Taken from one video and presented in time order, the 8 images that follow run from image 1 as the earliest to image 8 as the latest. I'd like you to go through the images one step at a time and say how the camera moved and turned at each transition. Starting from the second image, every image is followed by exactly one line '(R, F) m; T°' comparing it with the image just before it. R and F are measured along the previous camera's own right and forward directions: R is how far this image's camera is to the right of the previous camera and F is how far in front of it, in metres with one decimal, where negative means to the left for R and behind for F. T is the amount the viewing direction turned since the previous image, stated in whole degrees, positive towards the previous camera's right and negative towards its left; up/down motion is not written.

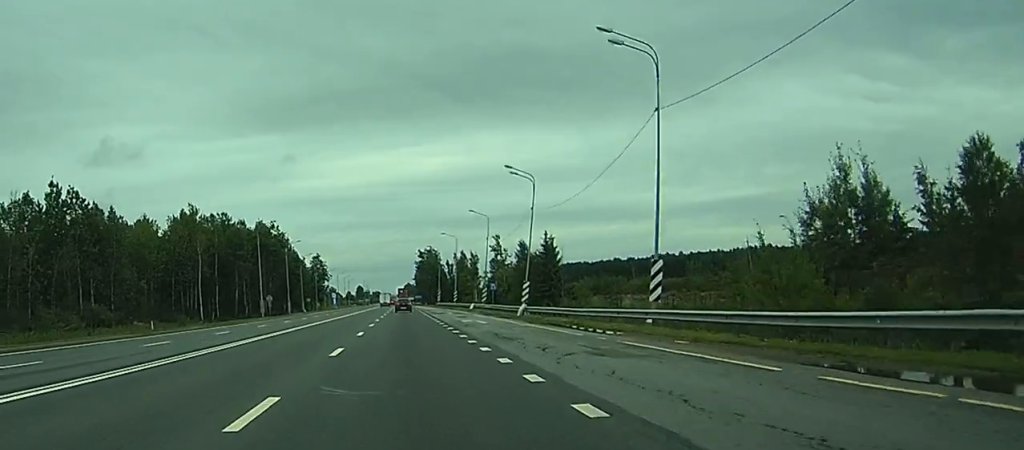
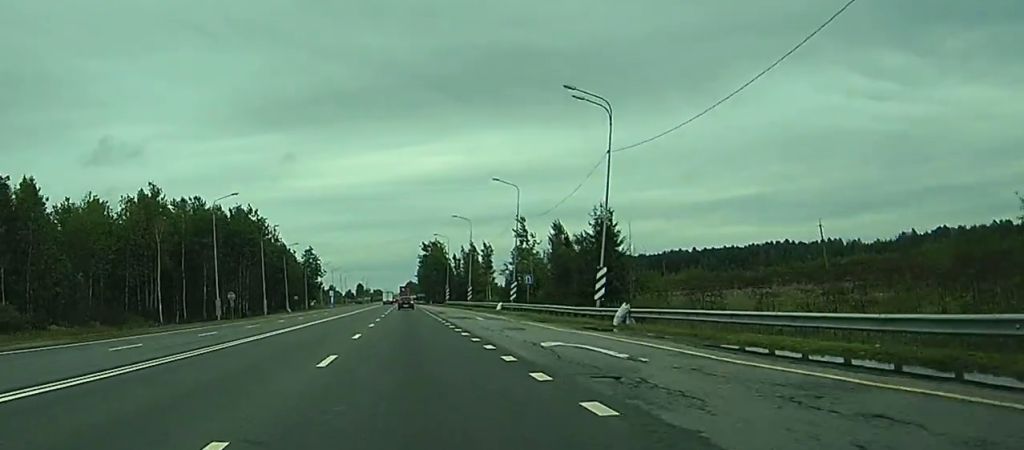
(+3.1, +26.3) m; -3°
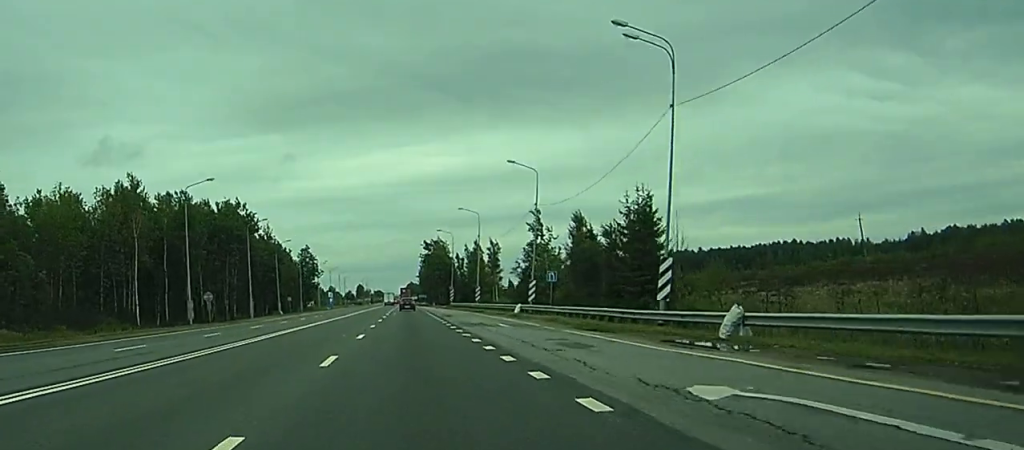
(-1.0, +11.3) m; -4°
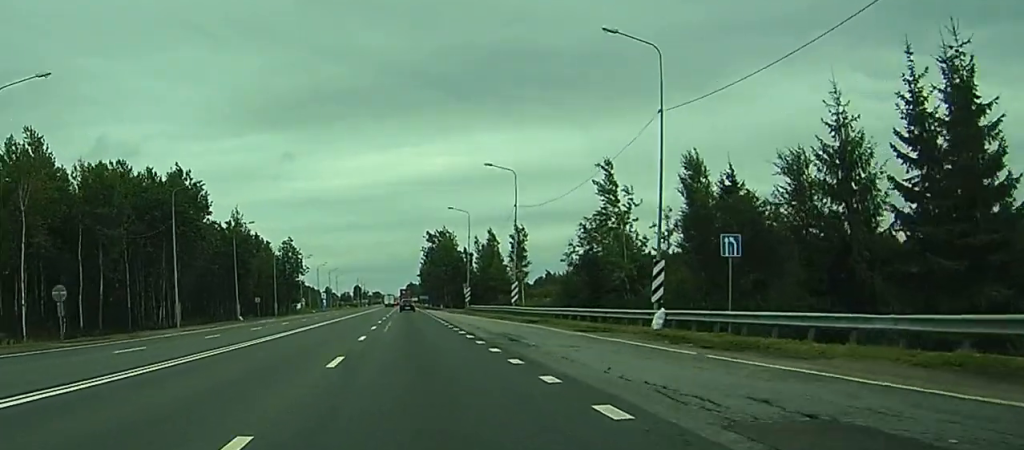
(-3.8, +37.7) m; 0°
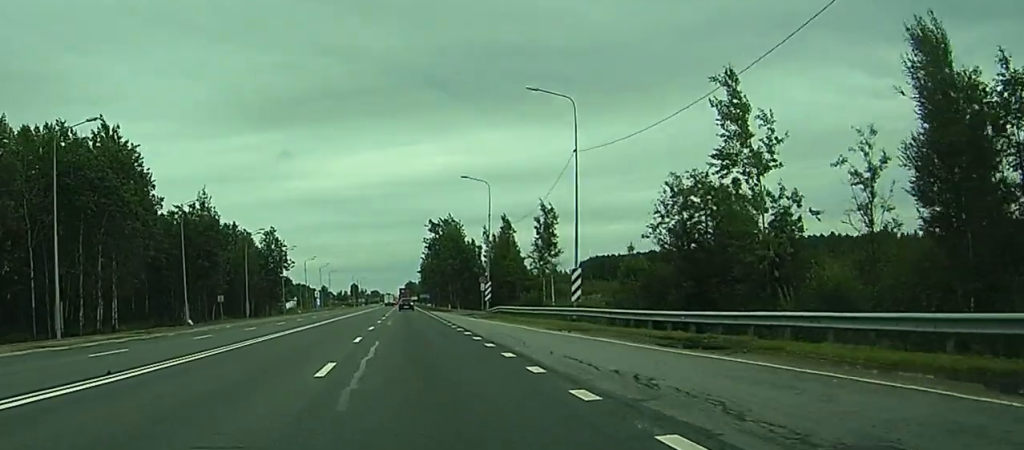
(+0.7, +26.8) m; +1°
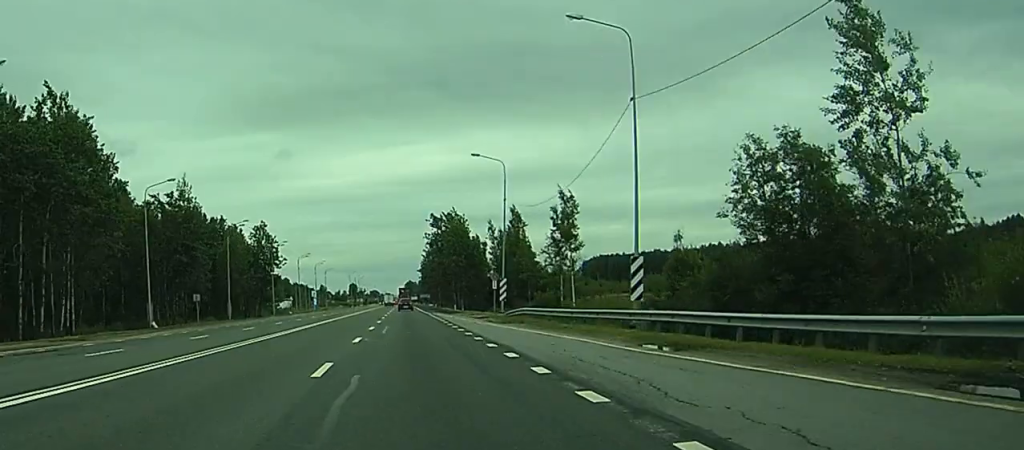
(0.0, +12.3) m; 0°
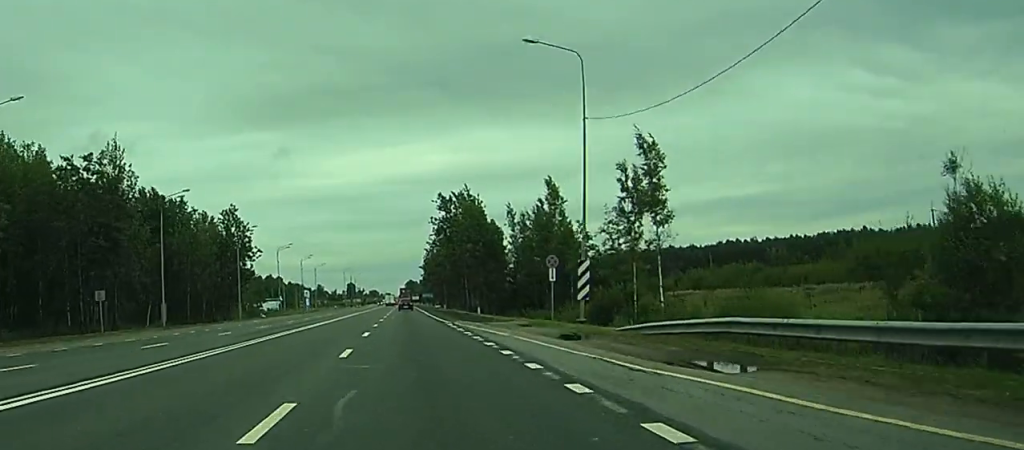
(-0.1, +30.4) m; 0°
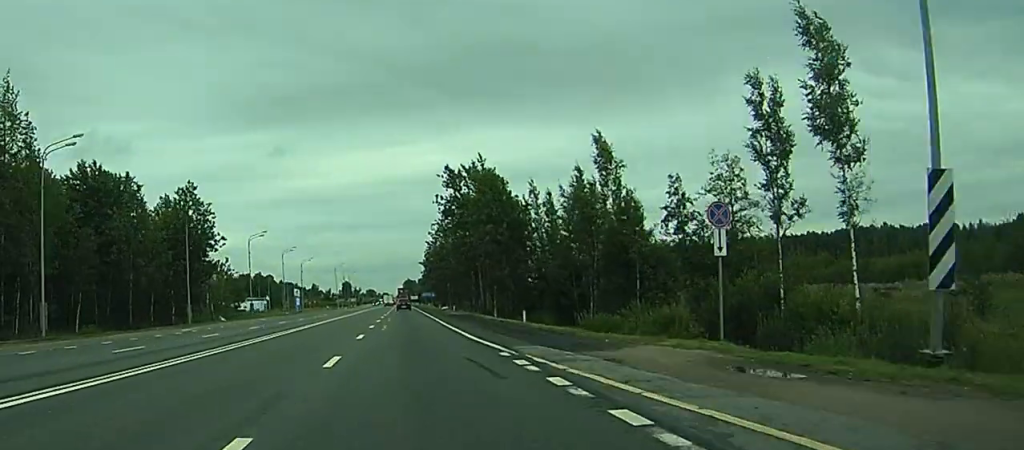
(+0.2, +26.4) m; +1°
